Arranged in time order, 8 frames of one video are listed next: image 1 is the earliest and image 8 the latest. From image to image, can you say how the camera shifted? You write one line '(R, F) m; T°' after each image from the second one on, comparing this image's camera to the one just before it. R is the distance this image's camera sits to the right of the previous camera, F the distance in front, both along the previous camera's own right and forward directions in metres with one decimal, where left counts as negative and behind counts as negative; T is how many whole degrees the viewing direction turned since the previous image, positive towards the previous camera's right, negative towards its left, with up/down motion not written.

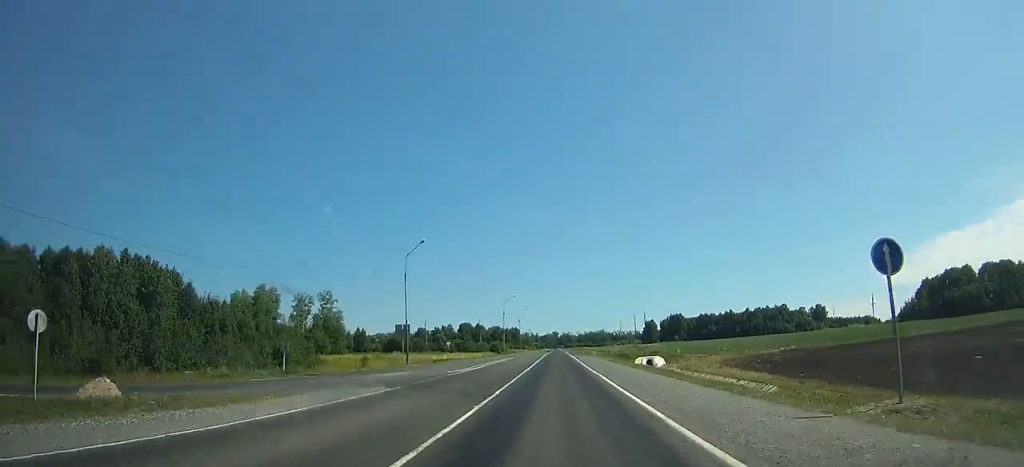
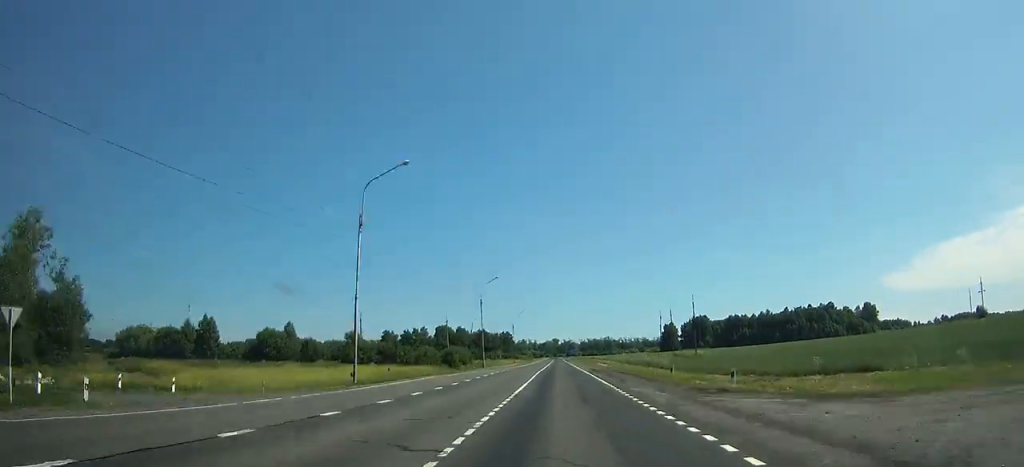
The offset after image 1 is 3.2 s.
(-0.1, +83.0) m; 0°
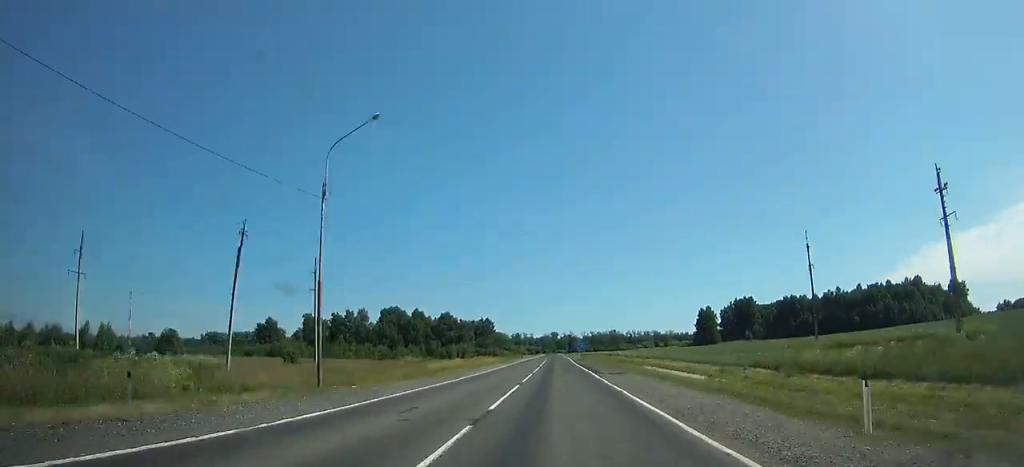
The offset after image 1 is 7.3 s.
(+0.1, +104.6) m; 0°
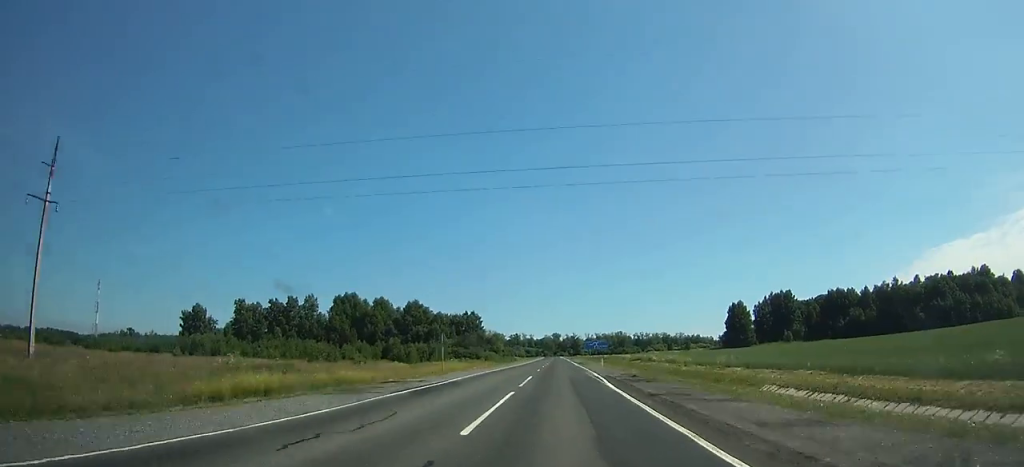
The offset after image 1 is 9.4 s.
(-0.1, +53.4) m; 0°
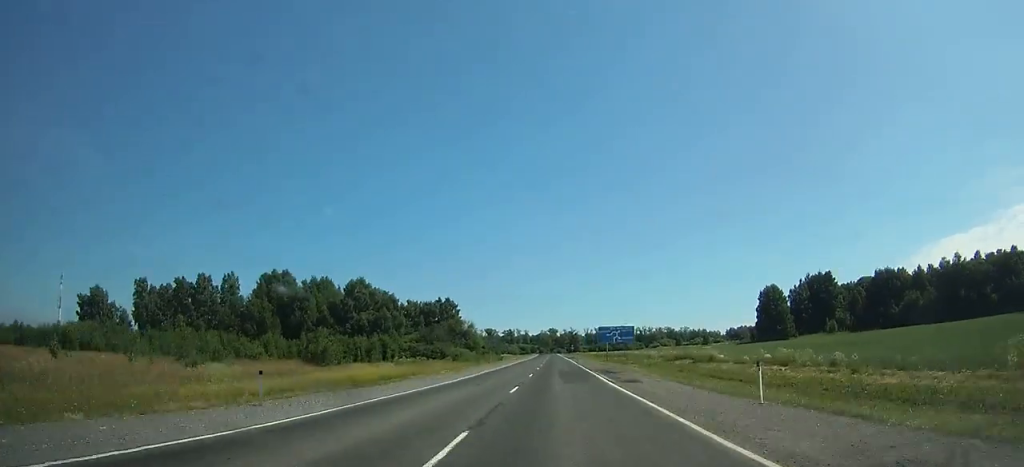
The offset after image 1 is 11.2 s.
(0.0, +45.7) m; 0°
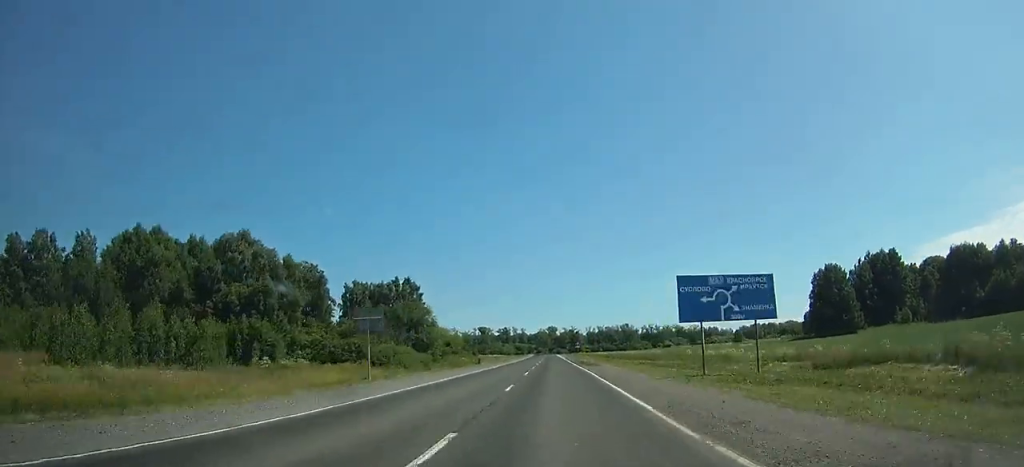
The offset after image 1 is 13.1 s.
(+0.1, +48.4) m; 0°
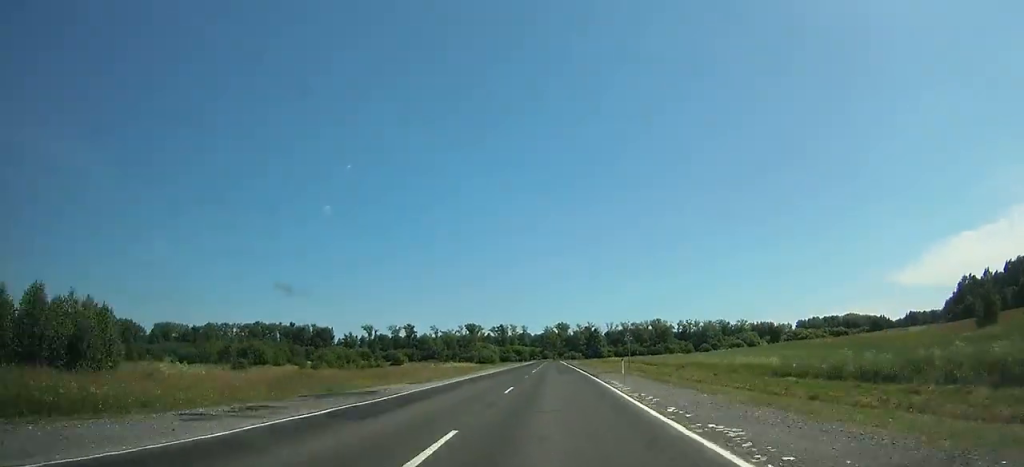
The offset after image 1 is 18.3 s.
(-0.7, +130.0) m; -1°
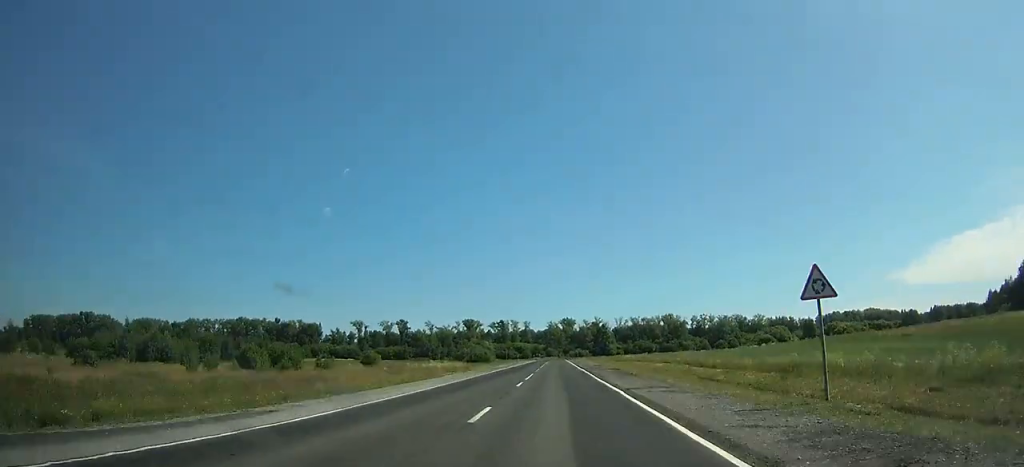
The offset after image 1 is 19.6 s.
(0.0, +31.1) m; 0°
